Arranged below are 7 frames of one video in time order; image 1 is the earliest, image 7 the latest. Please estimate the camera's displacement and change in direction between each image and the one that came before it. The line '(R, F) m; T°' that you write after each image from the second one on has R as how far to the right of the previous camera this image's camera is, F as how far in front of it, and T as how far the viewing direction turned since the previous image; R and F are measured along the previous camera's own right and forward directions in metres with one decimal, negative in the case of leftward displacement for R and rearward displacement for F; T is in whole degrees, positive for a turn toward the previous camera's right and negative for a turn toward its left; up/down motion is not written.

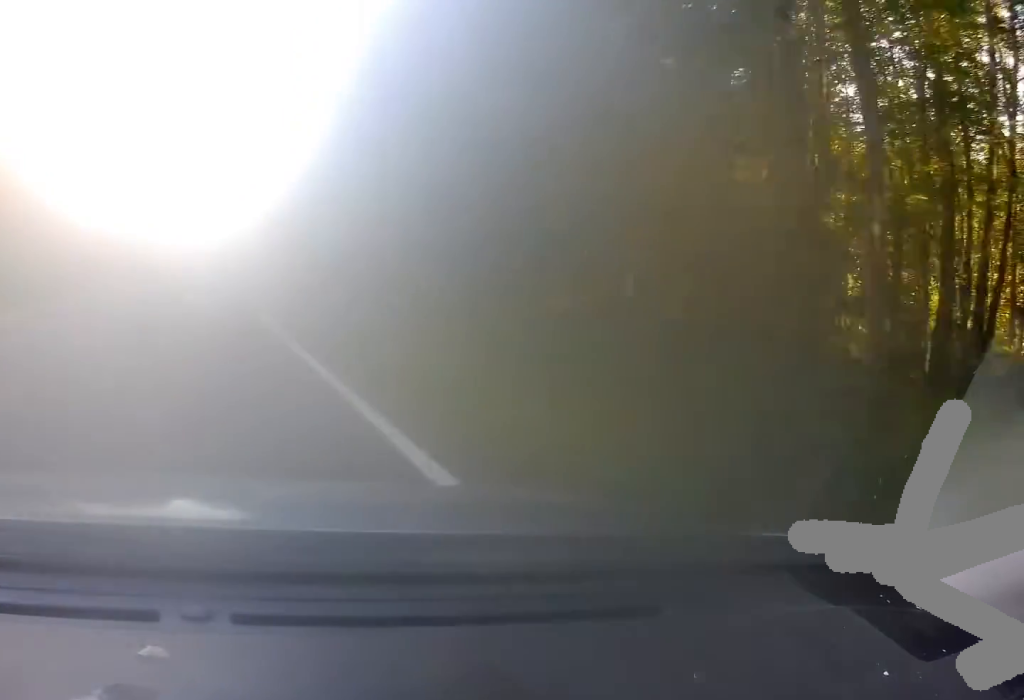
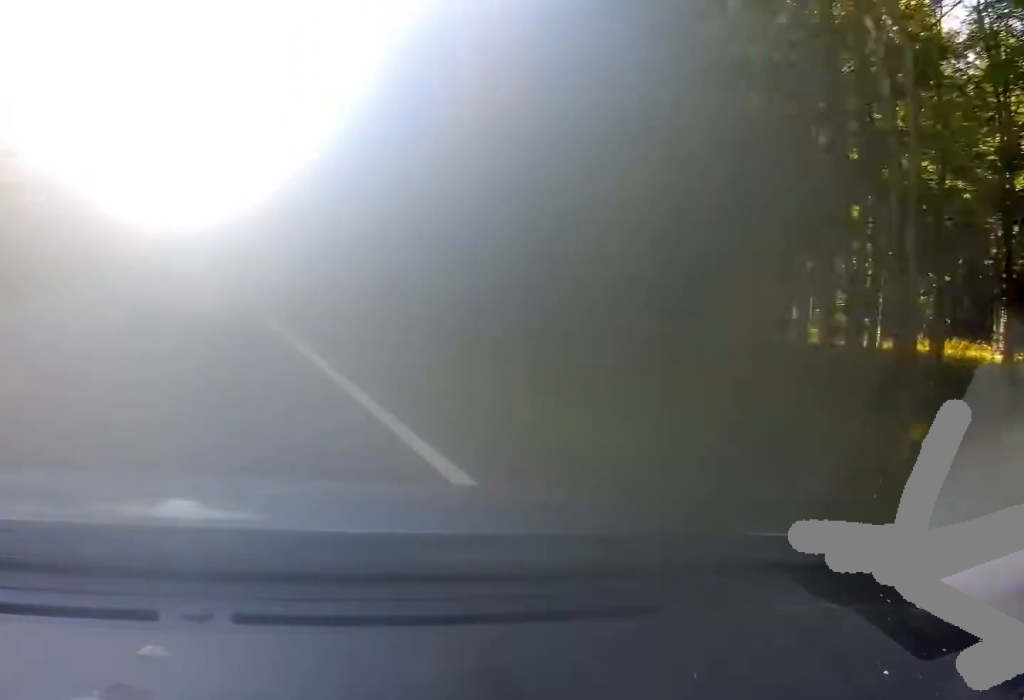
(+1.3, +32.8) m; +2°
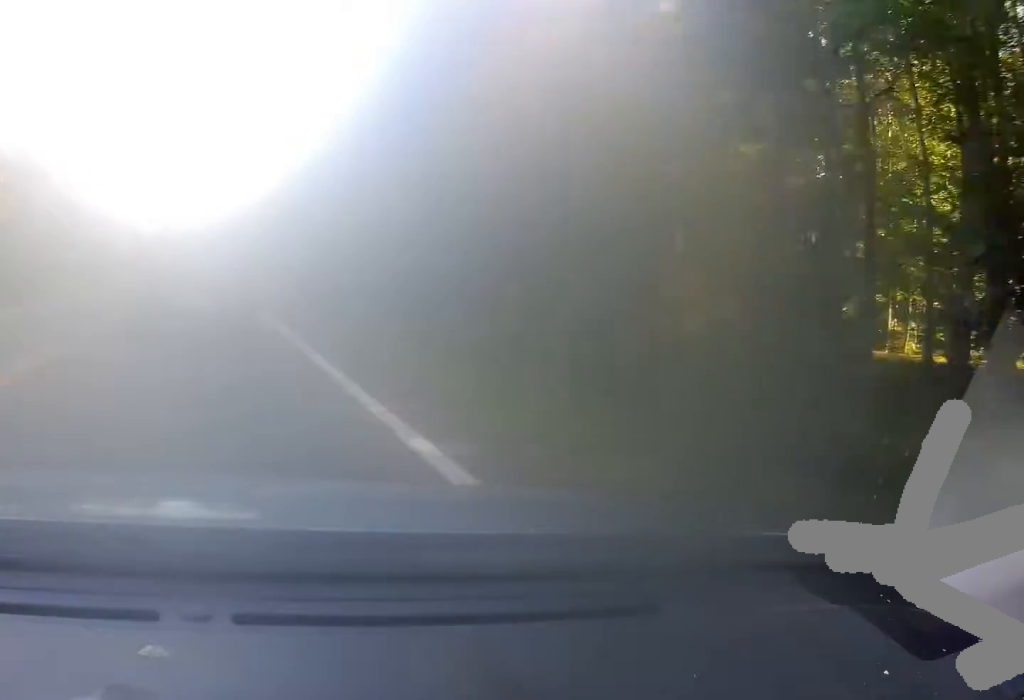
(0.0, +7.6) m; 0°
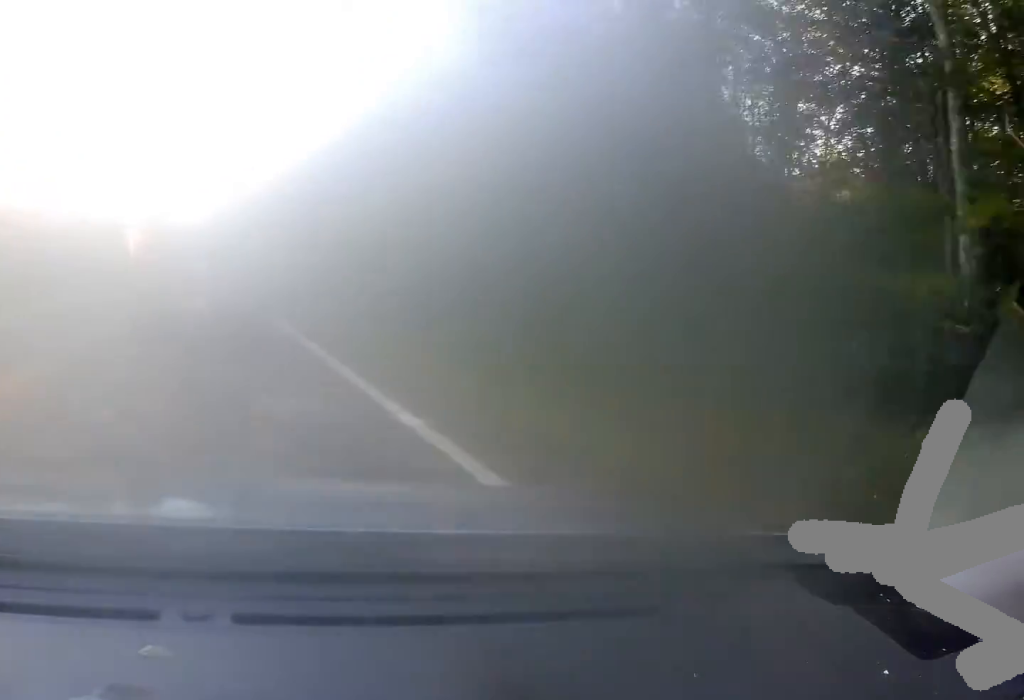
(-0.6, +35.9) m; -1°
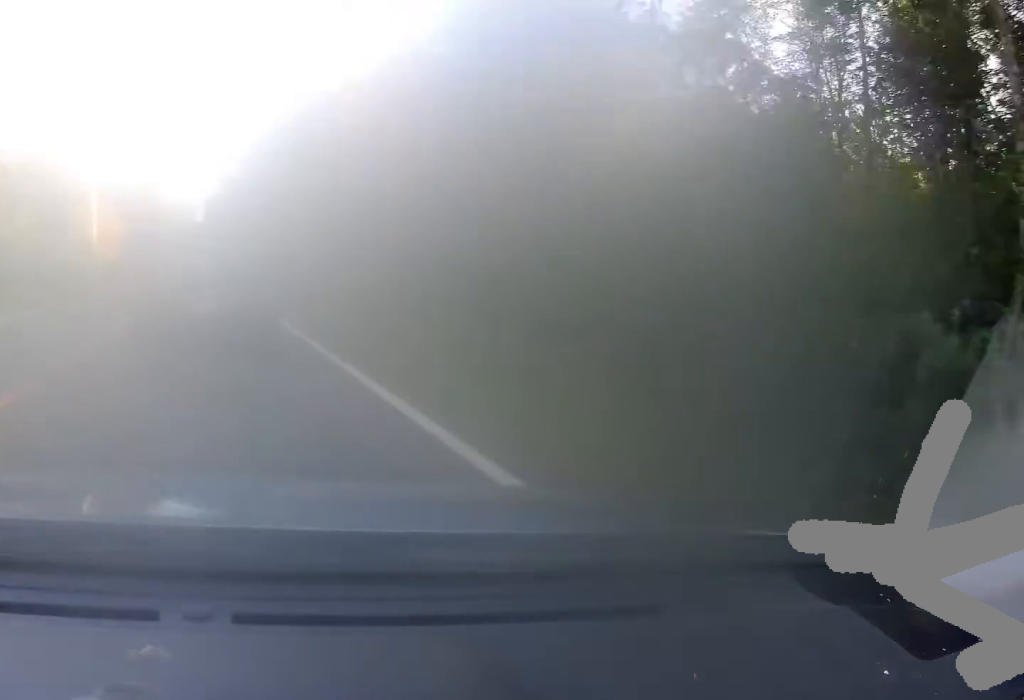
(-0.2, +22.1) m; -2°
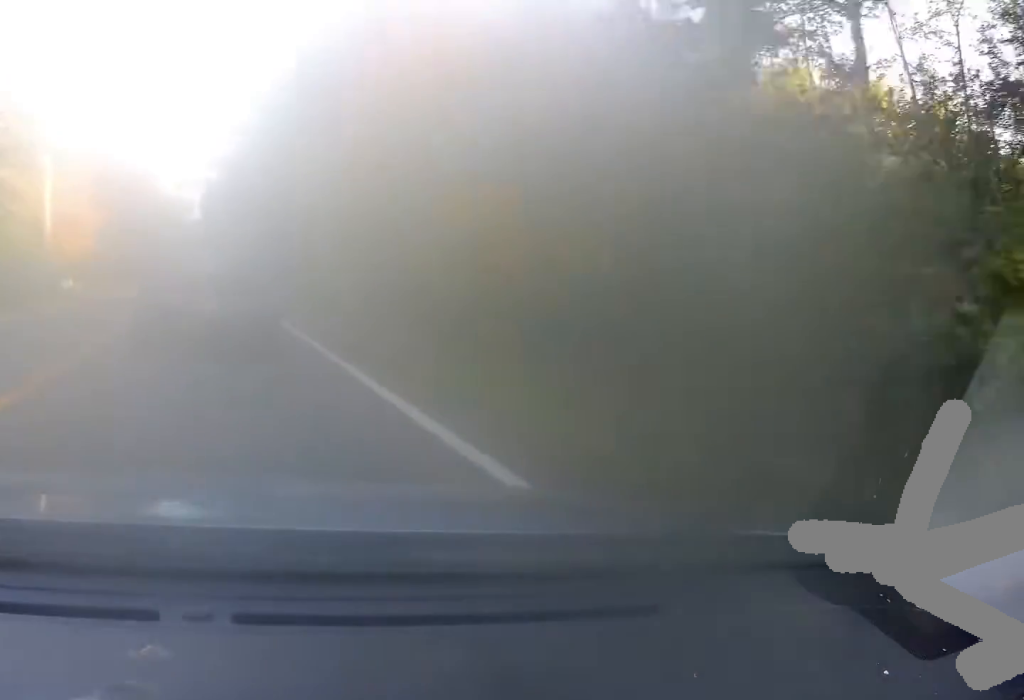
(-0.5, +13.2) m; -1°
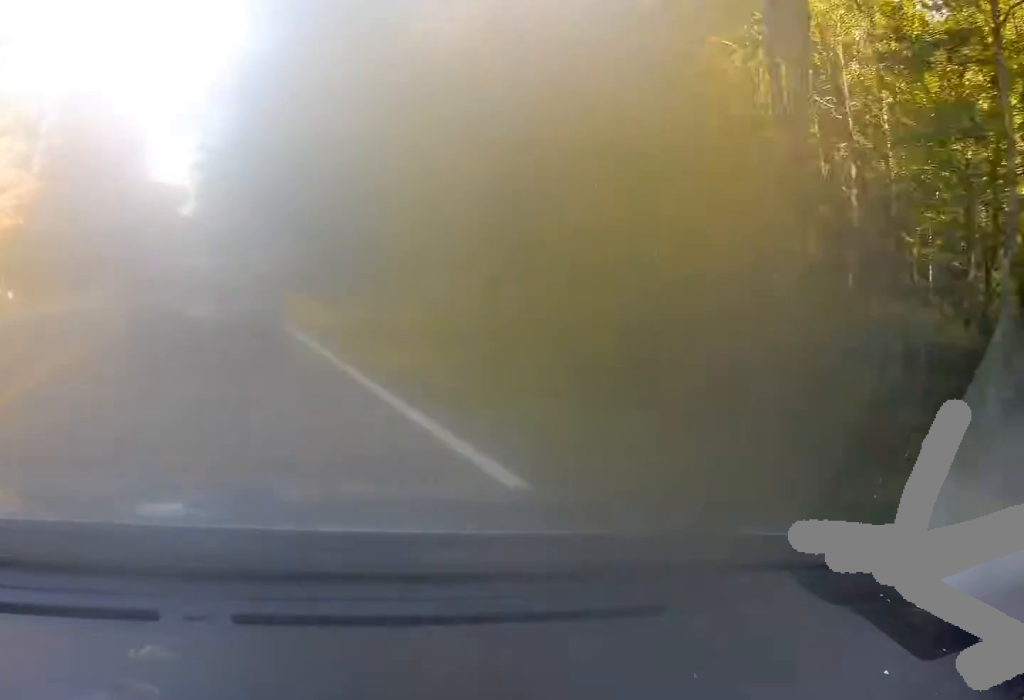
(+0.8, +22.6) m; +3°
